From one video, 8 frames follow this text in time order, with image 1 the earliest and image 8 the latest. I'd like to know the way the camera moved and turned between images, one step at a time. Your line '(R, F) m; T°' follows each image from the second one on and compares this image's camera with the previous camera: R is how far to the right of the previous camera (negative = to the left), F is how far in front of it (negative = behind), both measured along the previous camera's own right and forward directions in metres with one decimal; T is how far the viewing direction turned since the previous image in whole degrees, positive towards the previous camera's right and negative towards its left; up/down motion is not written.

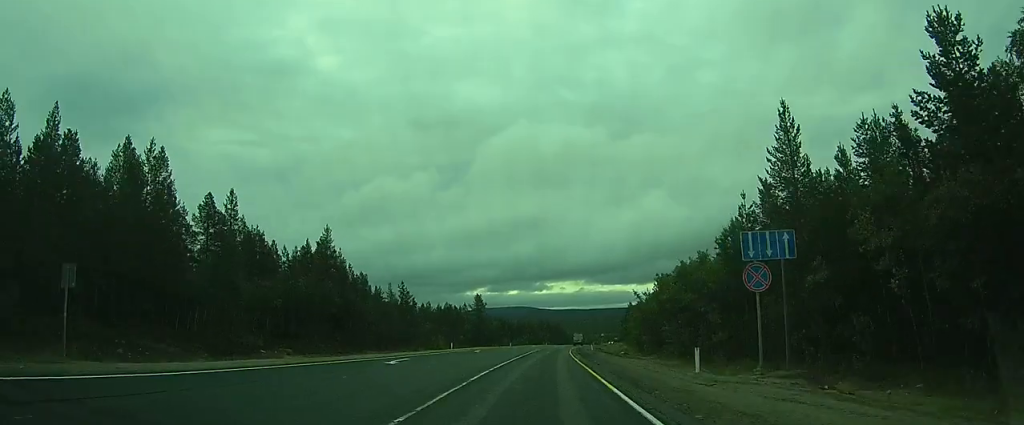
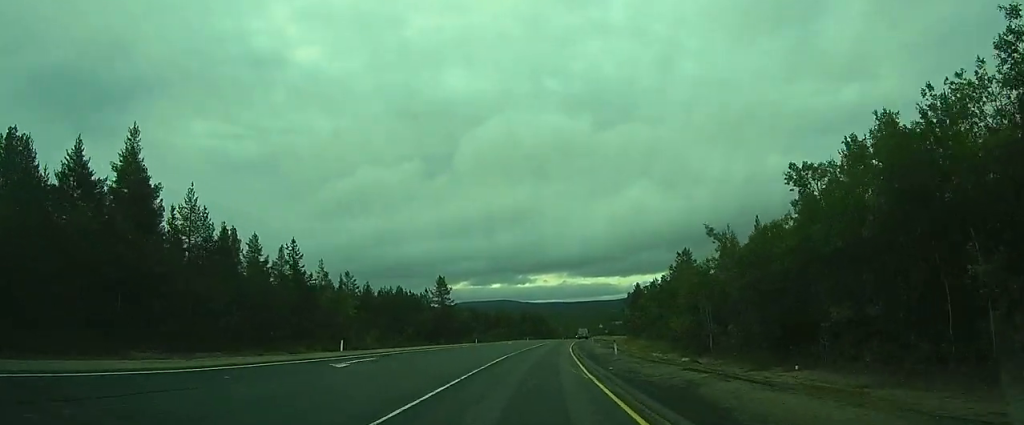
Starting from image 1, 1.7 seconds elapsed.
(+0.7, +34.5) m; +2°
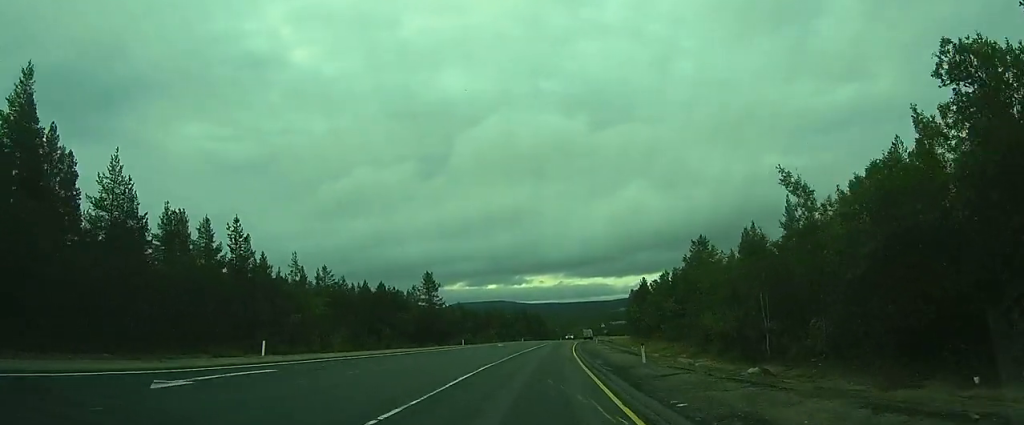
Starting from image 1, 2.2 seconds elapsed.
(0.0, +10.4) m; 0°
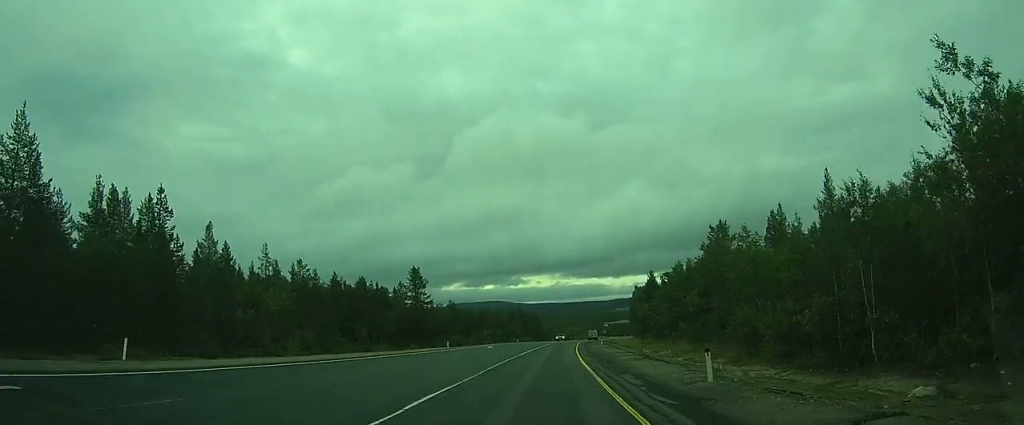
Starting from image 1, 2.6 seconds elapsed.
(0.0, +9.7) m; 0°
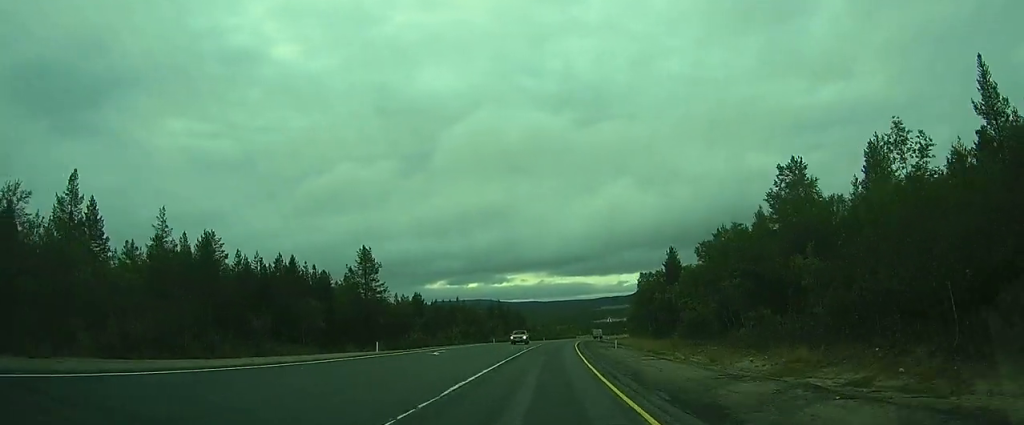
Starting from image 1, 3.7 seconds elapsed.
(0.0, +23.0) m; 0°
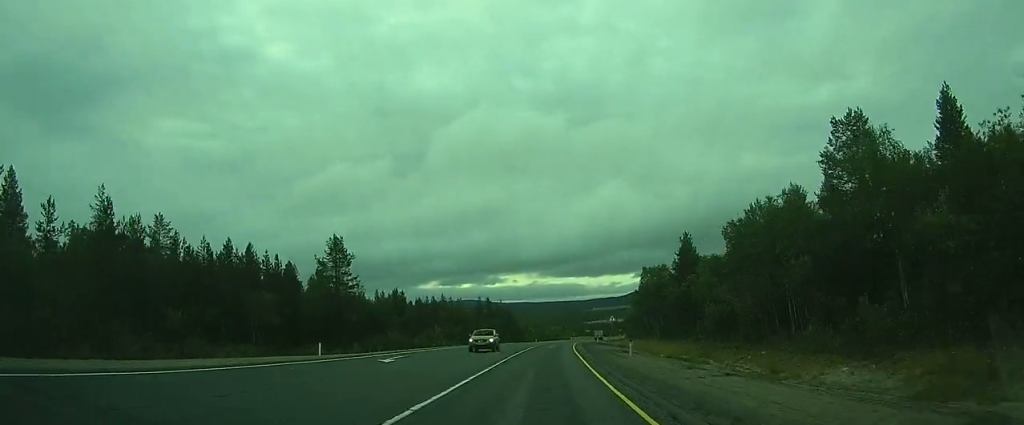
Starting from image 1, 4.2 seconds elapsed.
(0.0, +9.8) m; 0°
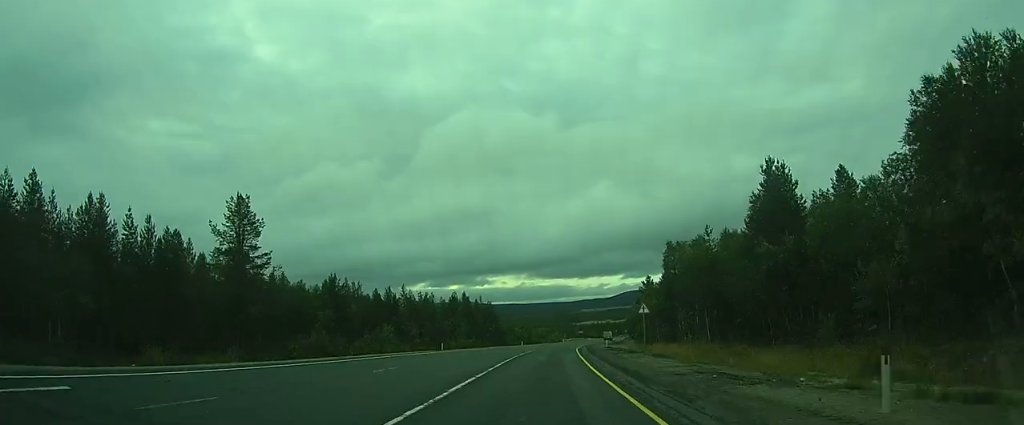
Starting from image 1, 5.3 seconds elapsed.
(0.0, +24.1) m; 0°
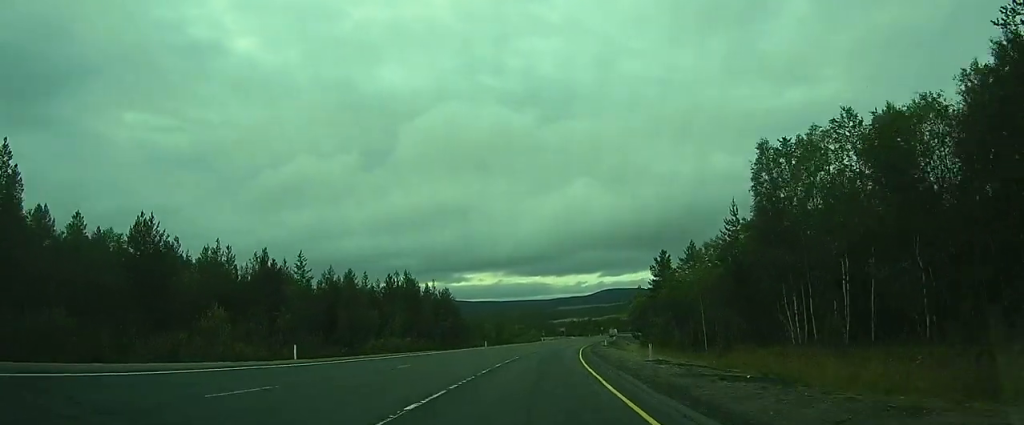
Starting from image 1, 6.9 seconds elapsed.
(0.0, +33.5) m; +1°
